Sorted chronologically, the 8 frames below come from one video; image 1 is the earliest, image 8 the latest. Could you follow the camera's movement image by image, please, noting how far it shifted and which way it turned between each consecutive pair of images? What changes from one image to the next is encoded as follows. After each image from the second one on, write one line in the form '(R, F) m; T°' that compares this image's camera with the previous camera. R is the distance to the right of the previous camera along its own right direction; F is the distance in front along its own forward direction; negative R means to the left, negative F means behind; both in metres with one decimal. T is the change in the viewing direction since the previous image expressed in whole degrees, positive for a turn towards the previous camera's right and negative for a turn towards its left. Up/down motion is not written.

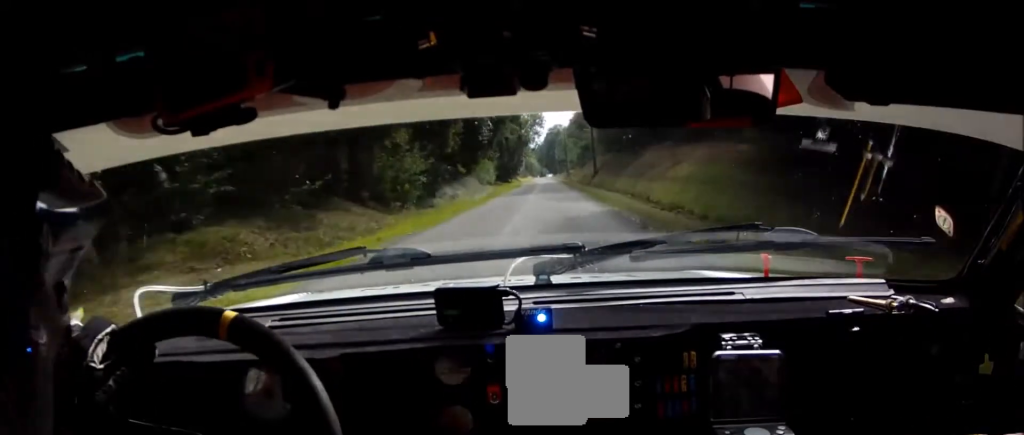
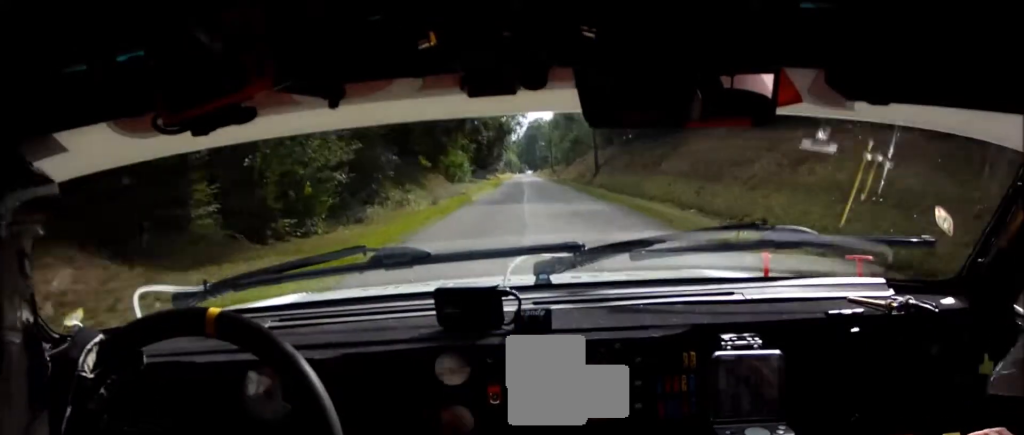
(+0.8, +15.2) m; +2°
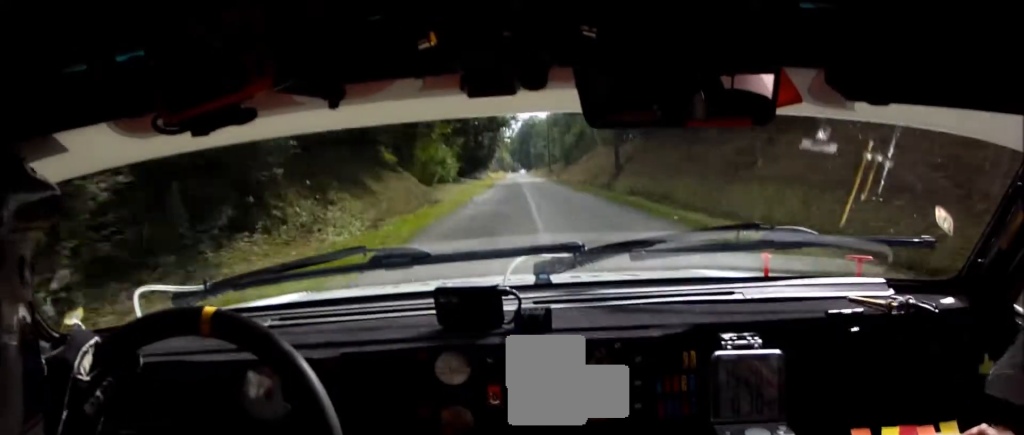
(+0.4, +13.1) m; +2°
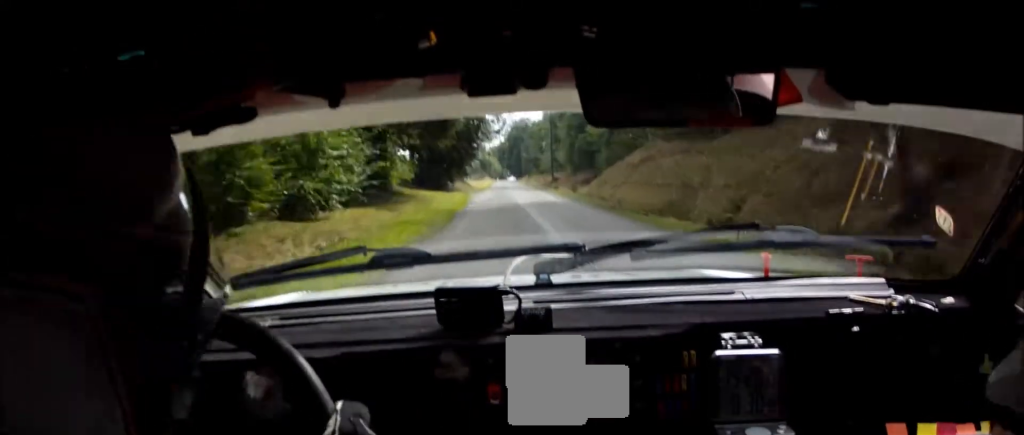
(+0.6, +33.3) m; +1°
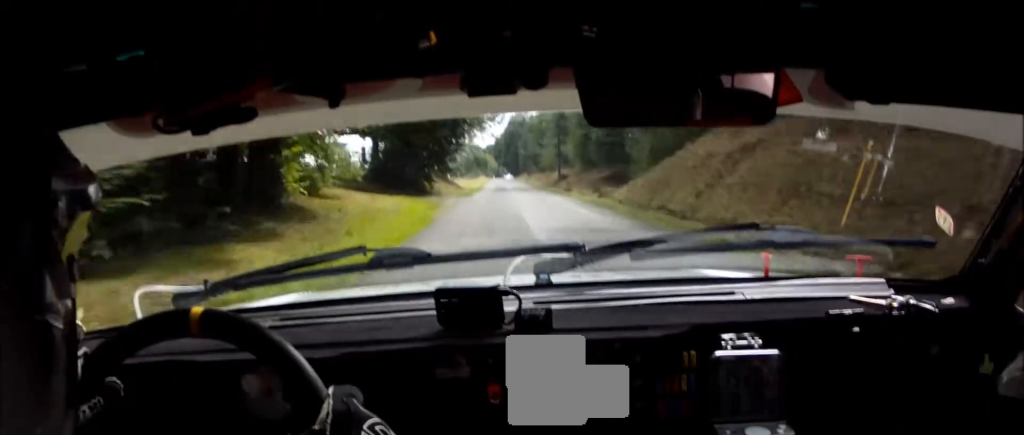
(0.0, +17.2) m; 0°
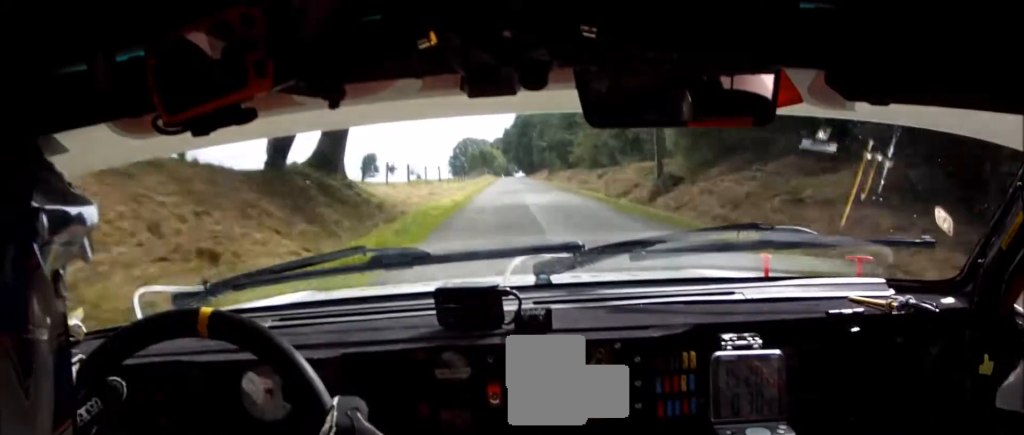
(0.0, +45.0) m; 0°
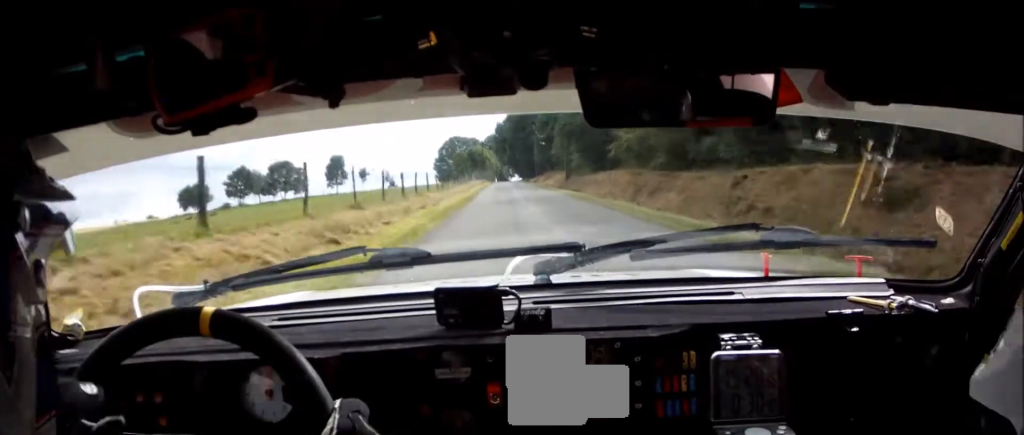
(0.0, +39.4) m; 0°
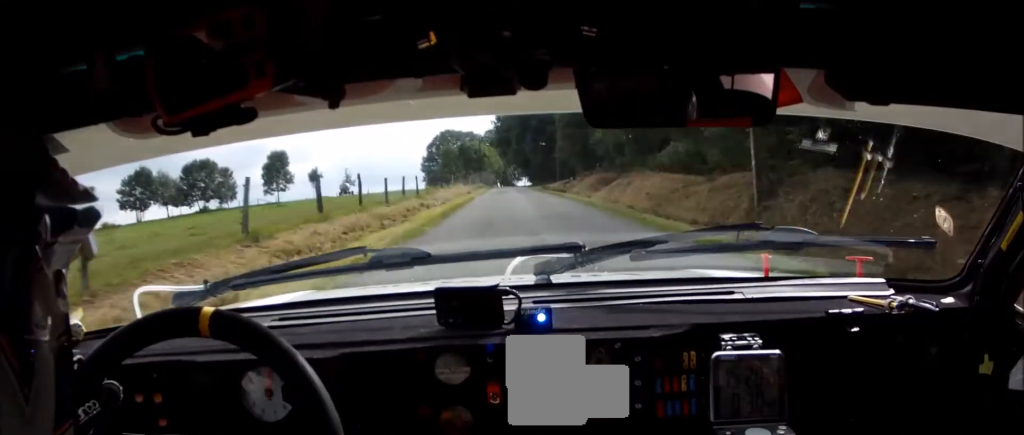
(+0.4, +53.7) m; 0°
